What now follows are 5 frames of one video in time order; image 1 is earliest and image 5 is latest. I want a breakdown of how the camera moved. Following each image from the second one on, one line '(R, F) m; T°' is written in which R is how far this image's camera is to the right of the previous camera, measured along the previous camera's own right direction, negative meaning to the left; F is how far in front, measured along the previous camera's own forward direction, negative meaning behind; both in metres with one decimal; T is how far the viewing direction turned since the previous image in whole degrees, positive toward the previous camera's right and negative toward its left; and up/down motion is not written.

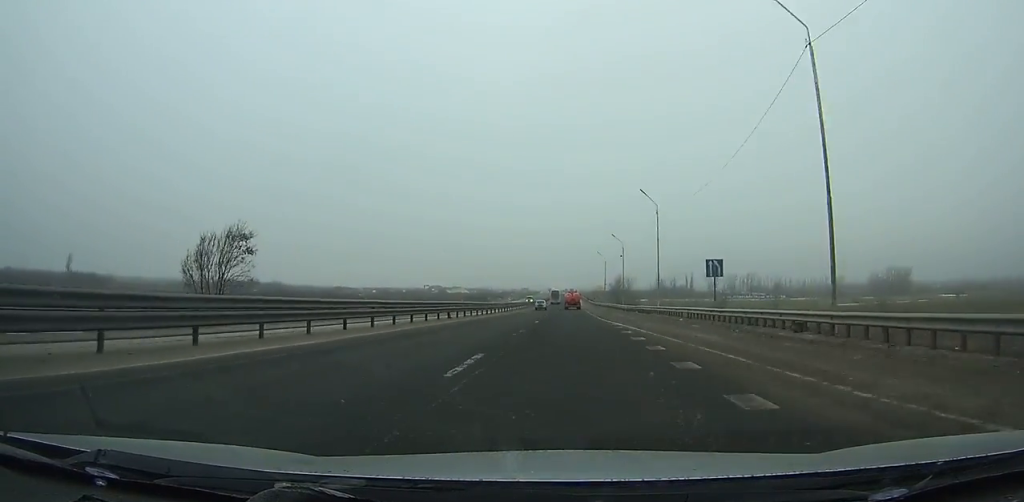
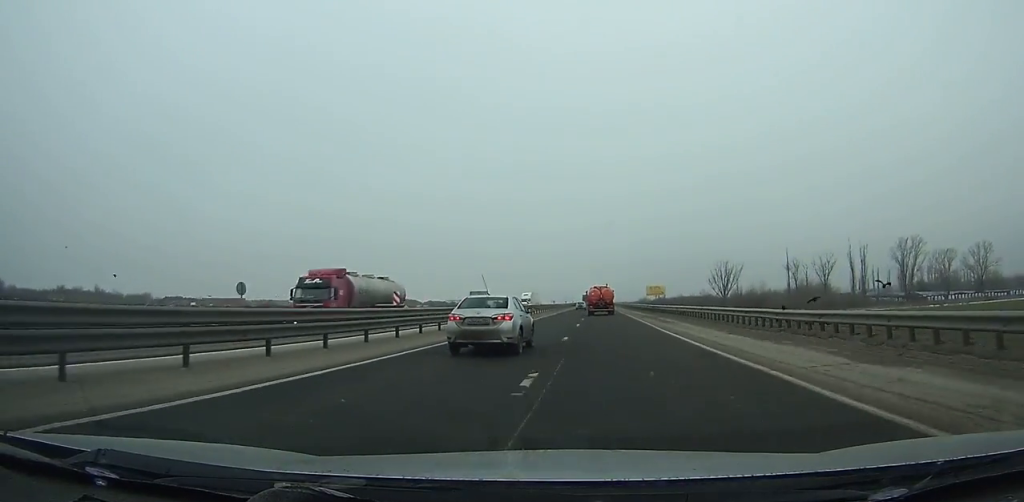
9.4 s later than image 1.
(-0.9, +218.3) m; -1°
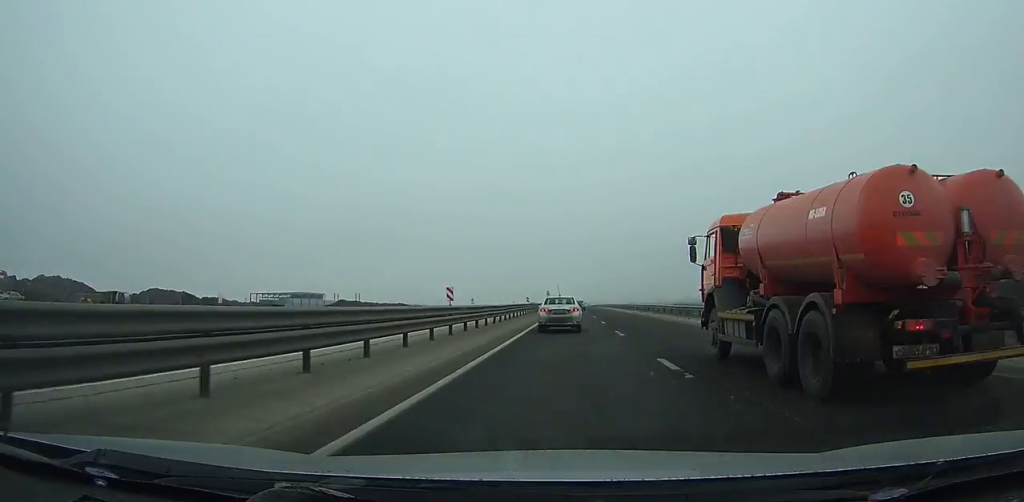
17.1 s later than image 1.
(+2.3, +200.5) m; +1°
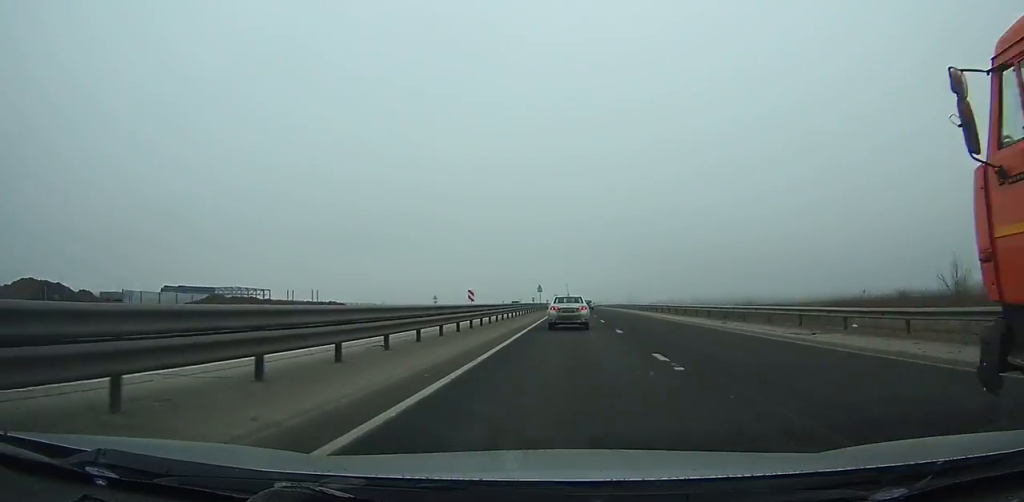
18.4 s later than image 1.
(0.0, +34.8) m; 0°
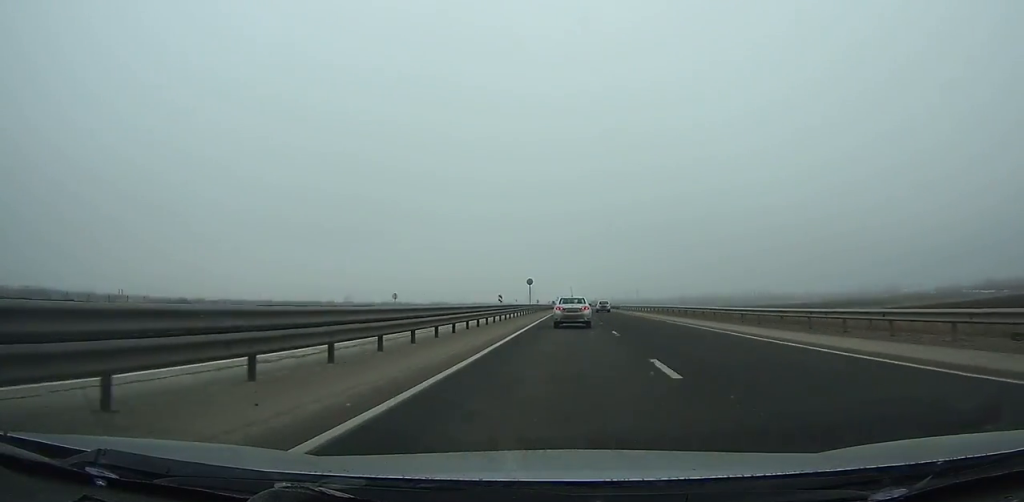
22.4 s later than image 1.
(+0.2, +108.4) m; 0°
